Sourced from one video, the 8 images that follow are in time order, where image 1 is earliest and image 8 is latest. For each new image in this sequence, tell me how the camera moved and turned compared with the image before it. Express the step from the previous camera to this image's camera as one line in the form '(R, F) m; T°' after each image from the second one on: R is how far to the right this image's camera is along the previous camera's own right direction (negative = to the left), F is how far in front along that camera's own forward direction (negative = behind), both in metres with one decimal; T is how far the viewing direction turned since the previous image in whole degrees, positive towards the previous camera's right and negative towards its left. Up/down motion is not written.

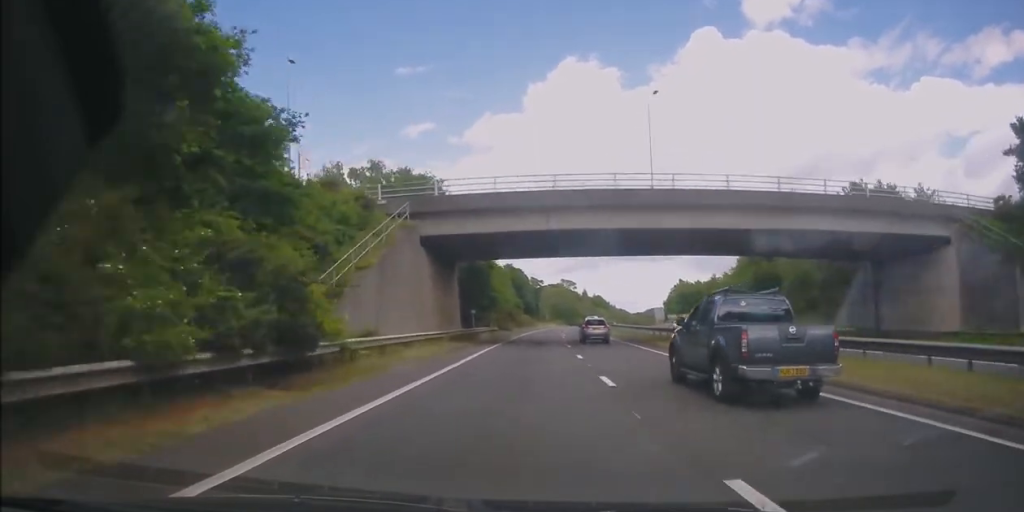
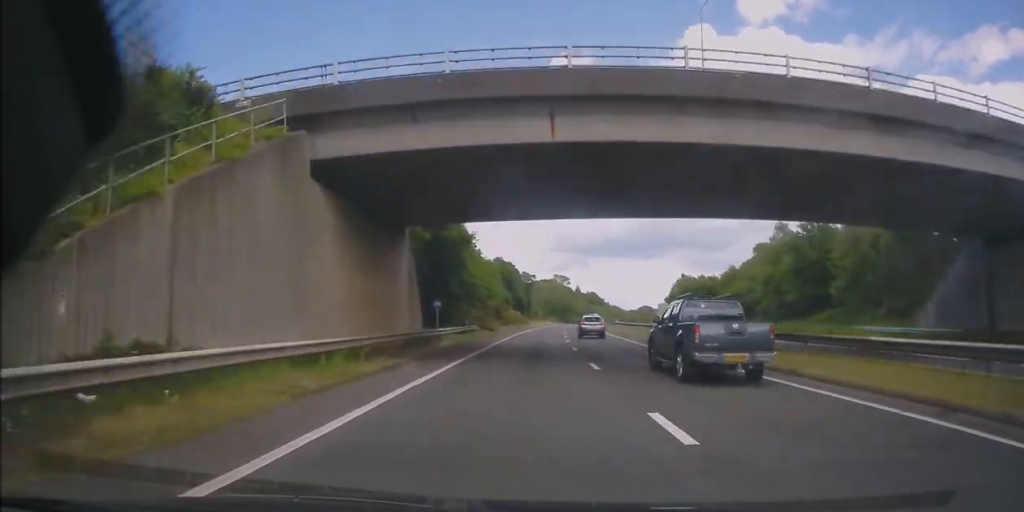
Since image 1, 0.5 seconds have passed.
(0.0, +15.1) m; +1°
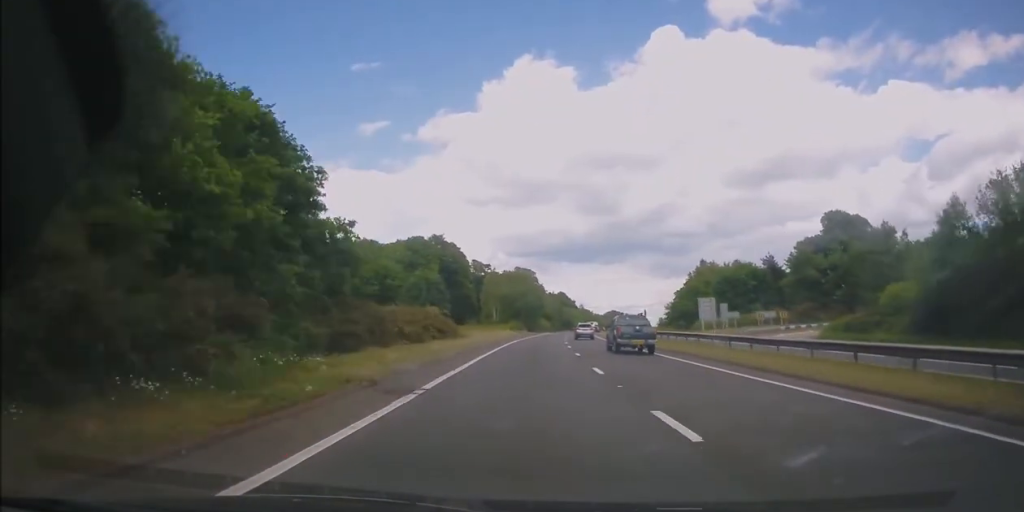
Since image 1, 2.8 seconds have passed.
(+2.2, +64.3) m; +4°
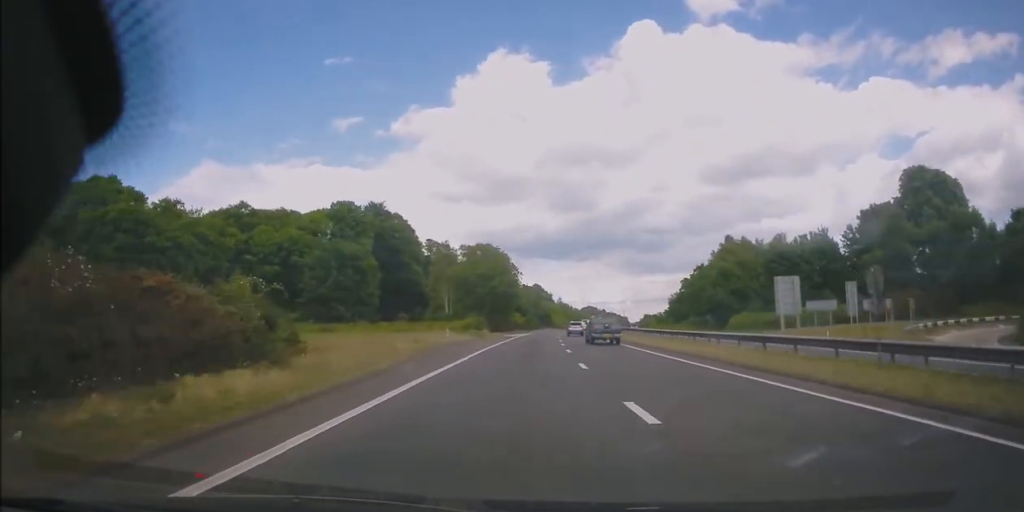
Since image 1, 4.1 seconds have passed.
(+0.5, +36.3) m; +2°
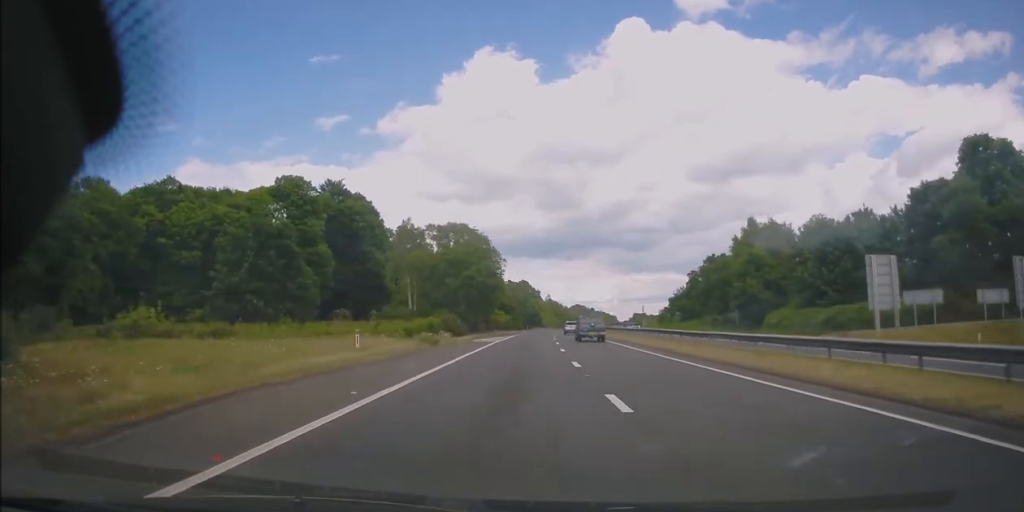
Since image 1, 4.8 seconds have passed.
(+0.2, +17.7) m; +1°
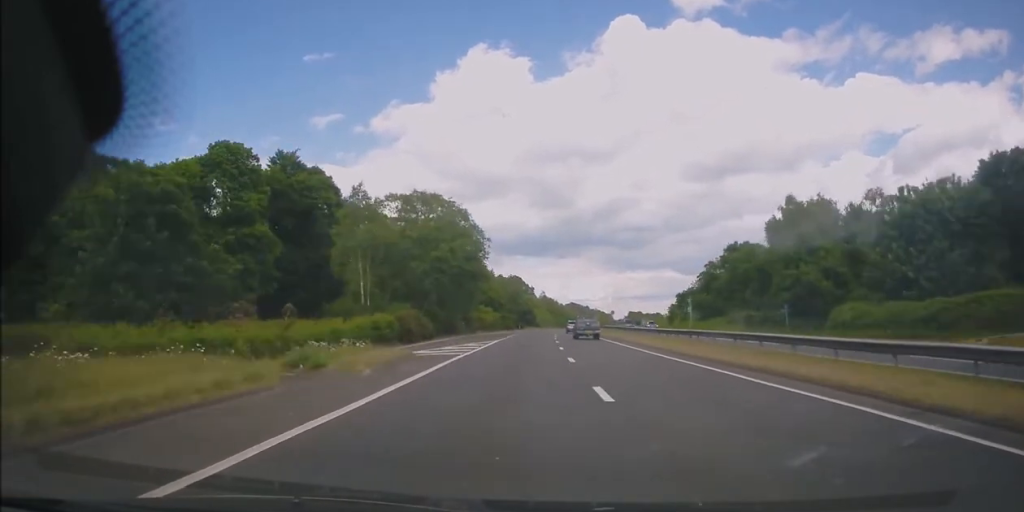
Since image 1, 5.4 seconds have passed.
(+0.2, +16.9) m; +1°
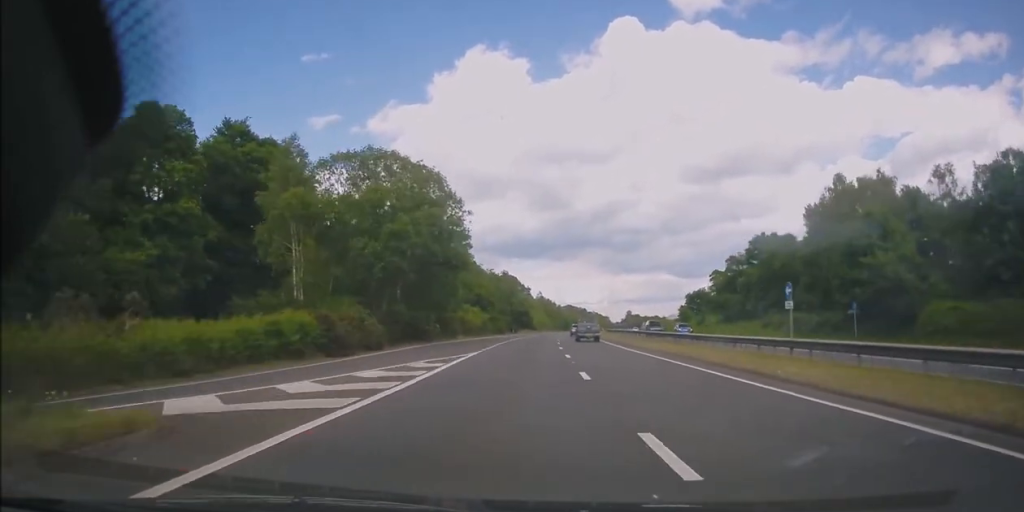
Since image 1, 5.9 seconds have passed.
(+0.2, +14.1) m; +1°
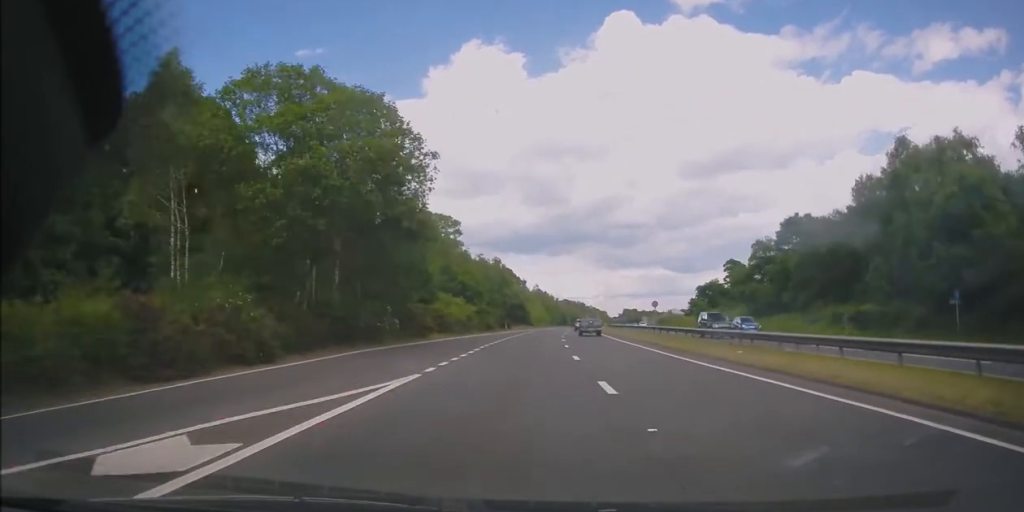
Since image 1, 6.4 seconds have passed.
(+0.2, +15.1) m; +1°
